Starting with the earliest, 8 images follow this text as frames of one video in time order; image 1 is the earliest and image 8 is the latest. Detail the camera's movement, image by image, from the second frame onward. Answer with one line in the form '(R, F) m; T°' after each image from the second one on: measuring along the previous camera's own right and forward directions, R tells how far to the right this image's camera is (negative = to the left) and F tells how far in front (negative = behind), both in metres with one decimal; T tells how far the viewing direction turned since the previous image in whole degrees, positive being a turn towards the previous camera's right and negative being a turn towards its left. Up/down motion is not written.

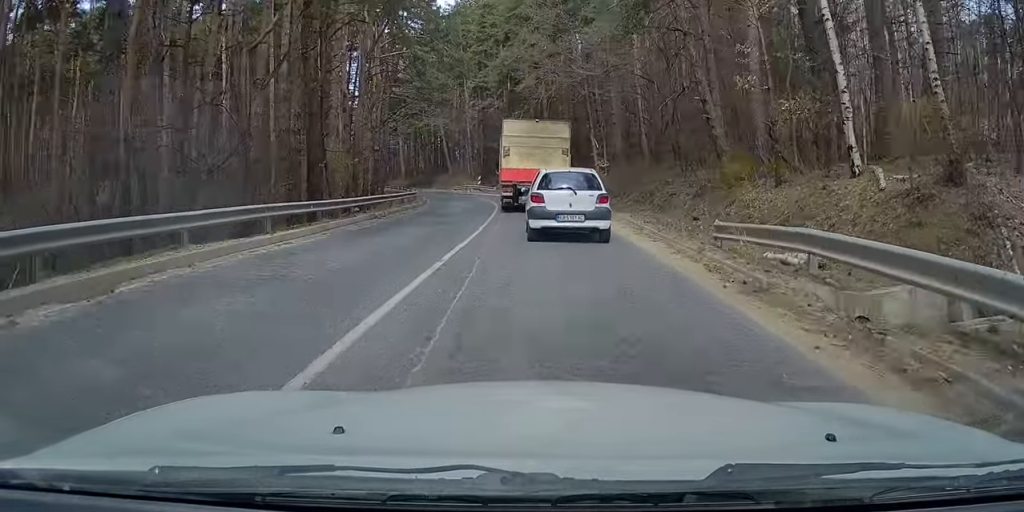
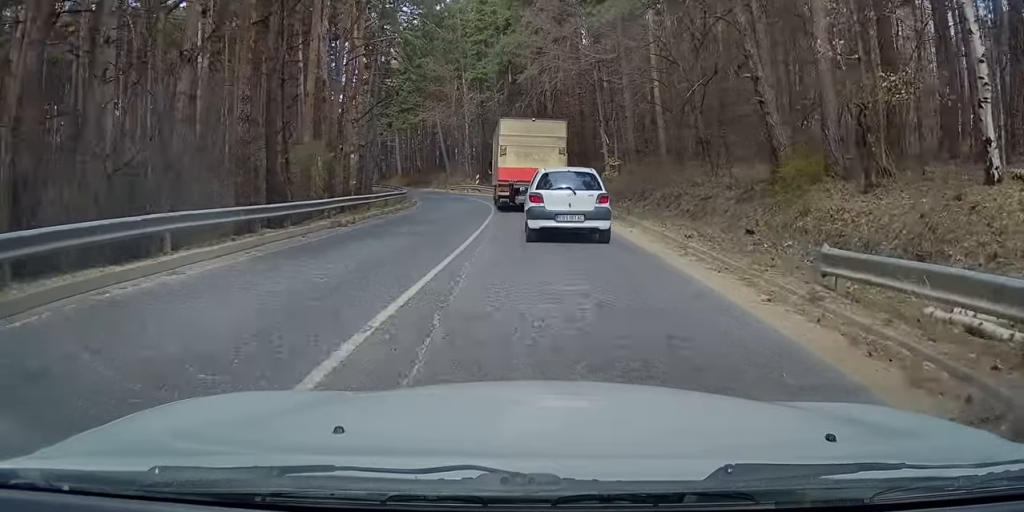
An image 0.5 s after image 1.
(0.0, +3.8) m; 0°
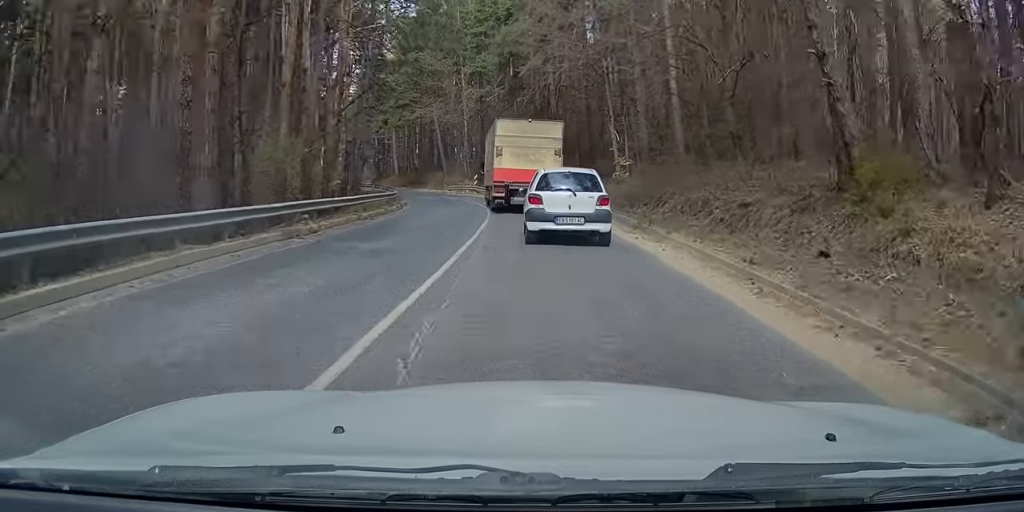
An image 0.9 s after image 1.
(0.0, +3.1) m; 0°
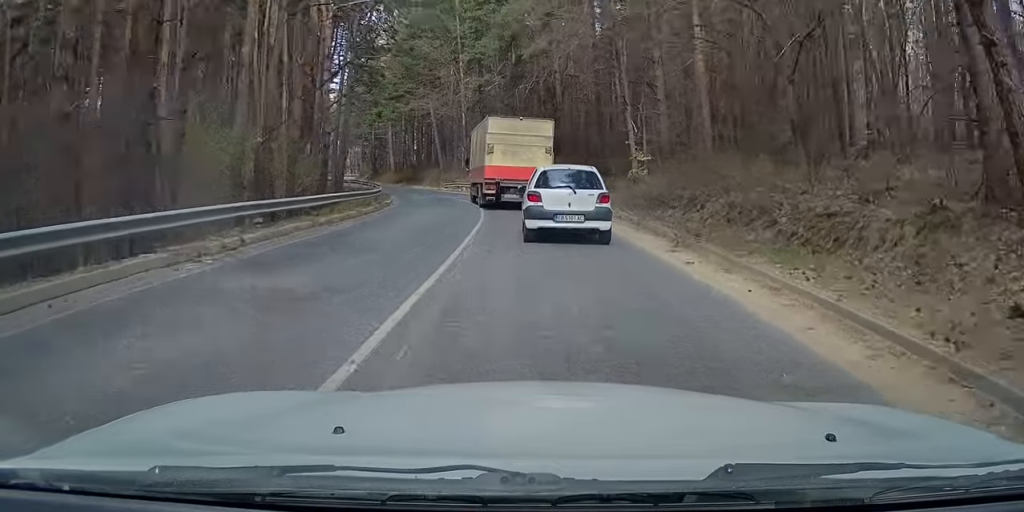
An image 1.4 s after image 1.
(0.0, +4.1) m; 0°
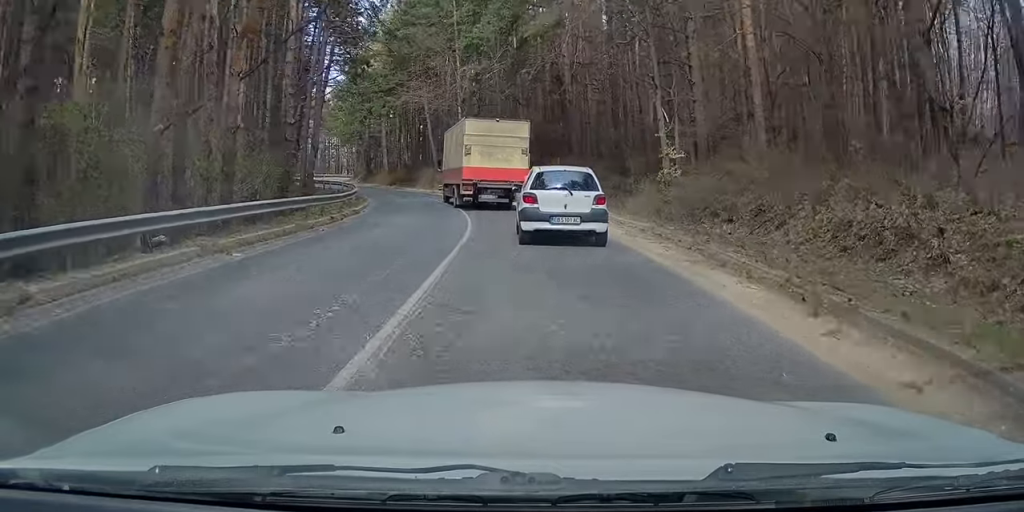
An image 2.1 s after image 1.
(0.0, +5.3) m; 0°
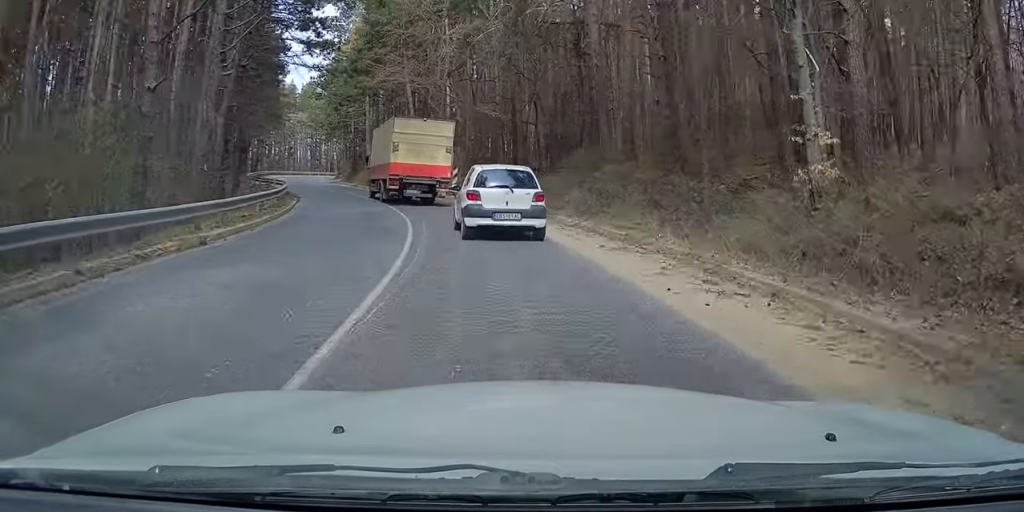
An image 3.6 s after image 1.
(0.0, +10.9) m; +1°
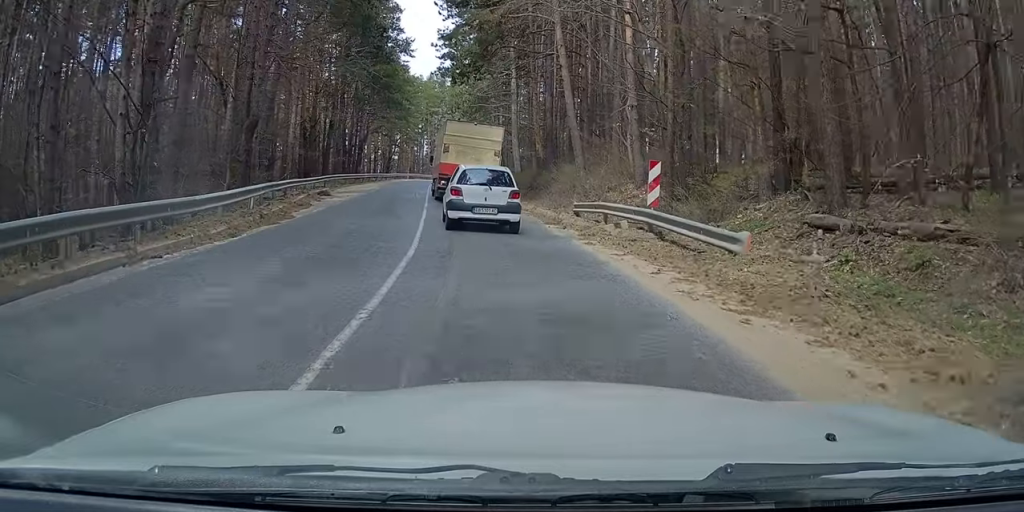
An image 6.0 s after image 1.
(+1.4, +22.5) m; +5°
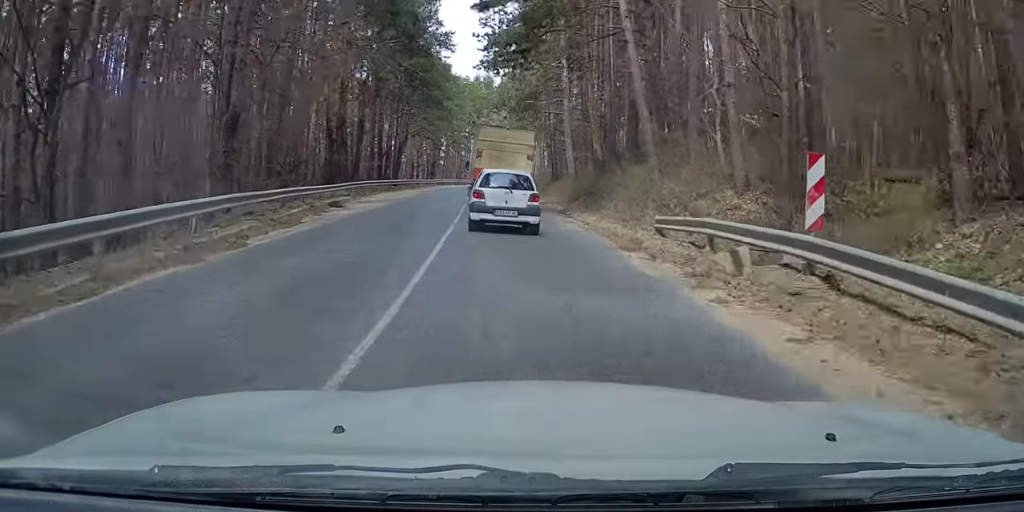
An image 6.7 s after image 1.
(+0.2, +6.9) m; -3°
